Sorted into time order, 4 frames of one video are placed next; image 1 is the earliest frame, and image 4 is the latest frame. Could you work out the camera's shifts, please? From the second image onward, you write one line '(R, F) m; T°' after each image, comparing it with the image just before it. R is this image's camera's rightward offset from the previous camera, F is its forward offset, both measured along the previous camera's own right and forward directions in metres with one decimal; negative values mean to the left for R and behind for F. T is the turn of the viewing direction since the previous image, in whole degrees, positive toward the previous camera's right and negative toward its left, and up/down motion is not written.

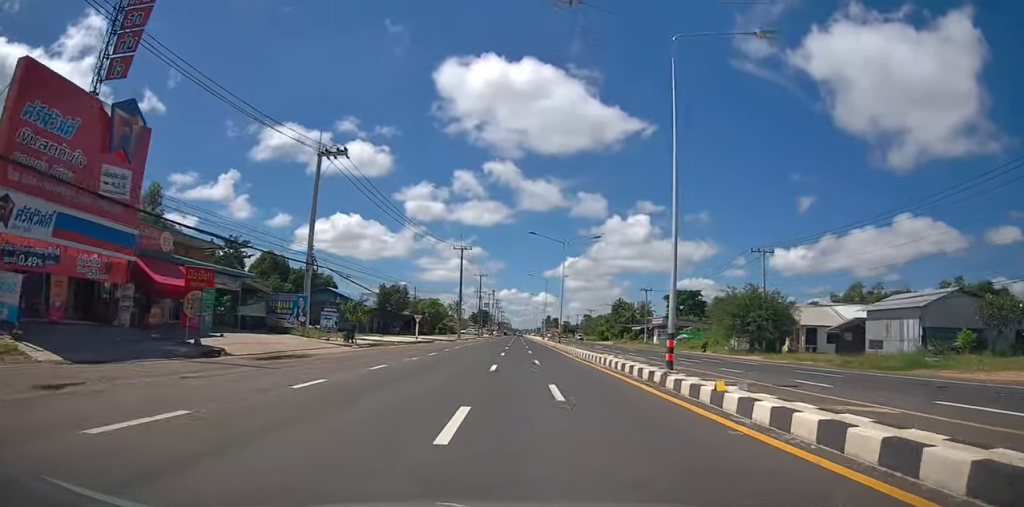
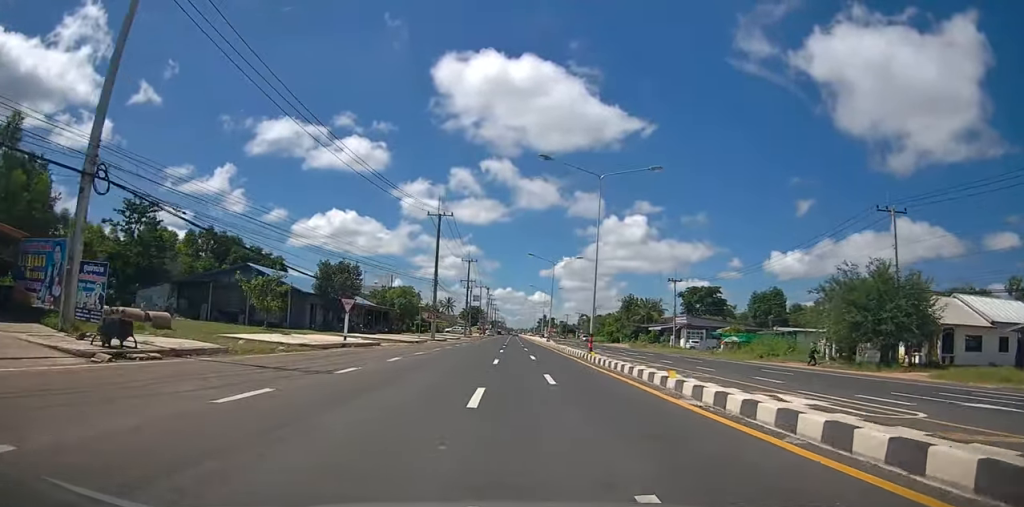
(0.0, +21.0) m; 0°
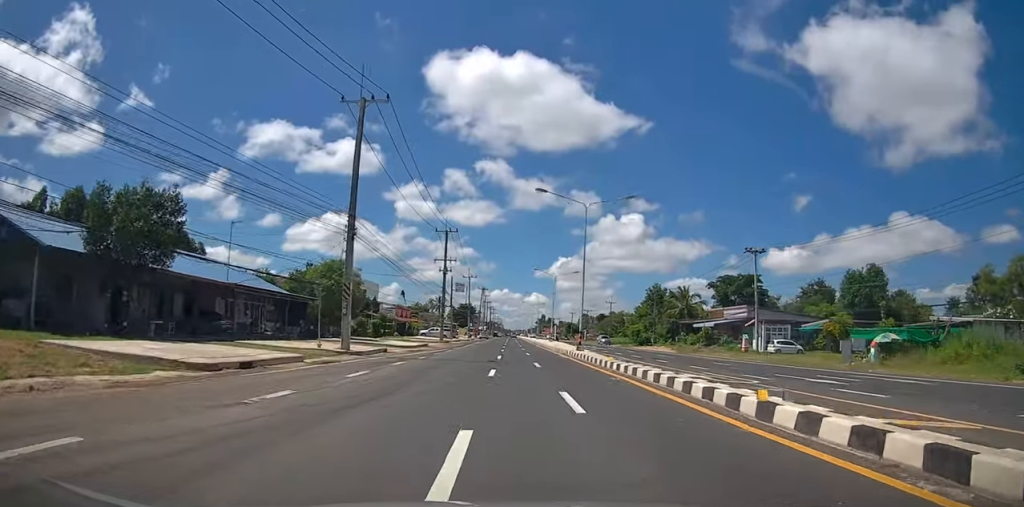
(+0.2, +28.7) m; +1°
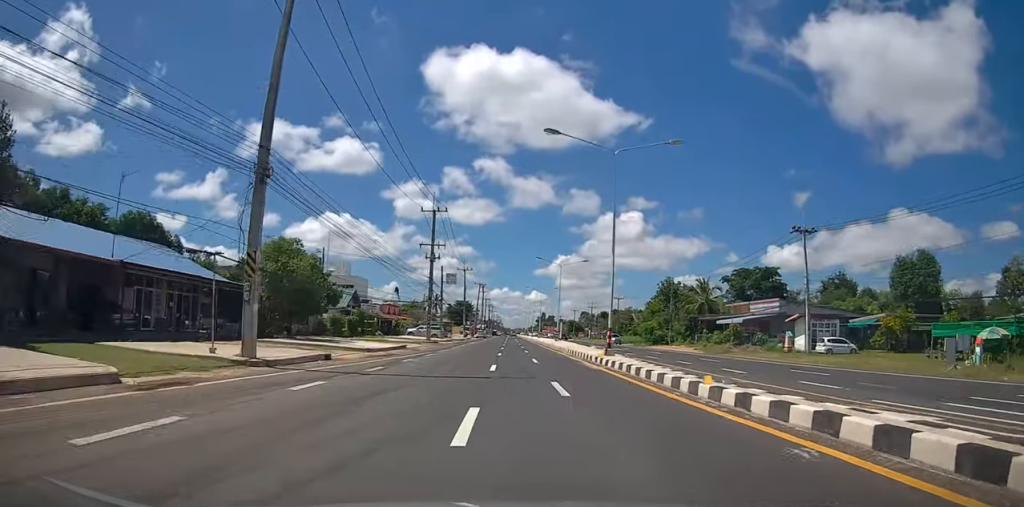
(+0.1, +9.9) m; 0°
